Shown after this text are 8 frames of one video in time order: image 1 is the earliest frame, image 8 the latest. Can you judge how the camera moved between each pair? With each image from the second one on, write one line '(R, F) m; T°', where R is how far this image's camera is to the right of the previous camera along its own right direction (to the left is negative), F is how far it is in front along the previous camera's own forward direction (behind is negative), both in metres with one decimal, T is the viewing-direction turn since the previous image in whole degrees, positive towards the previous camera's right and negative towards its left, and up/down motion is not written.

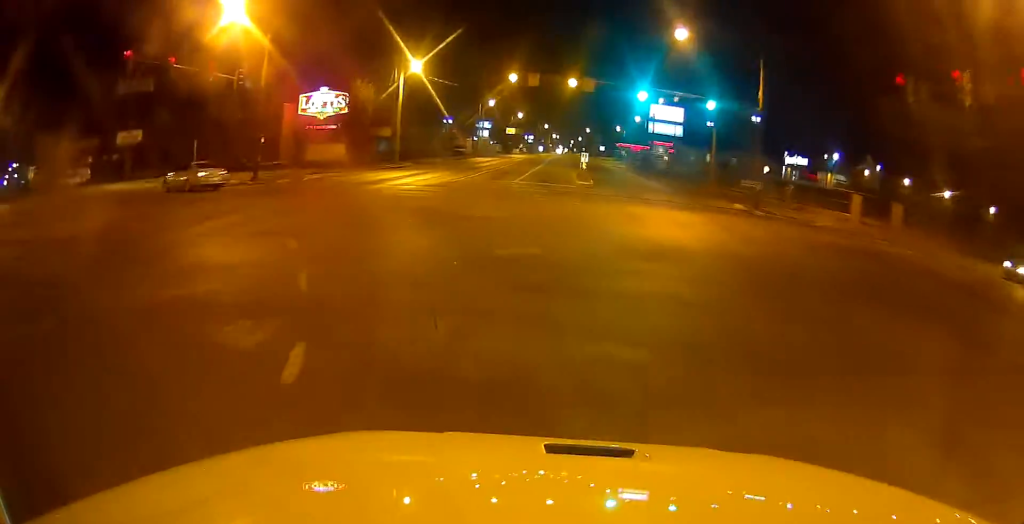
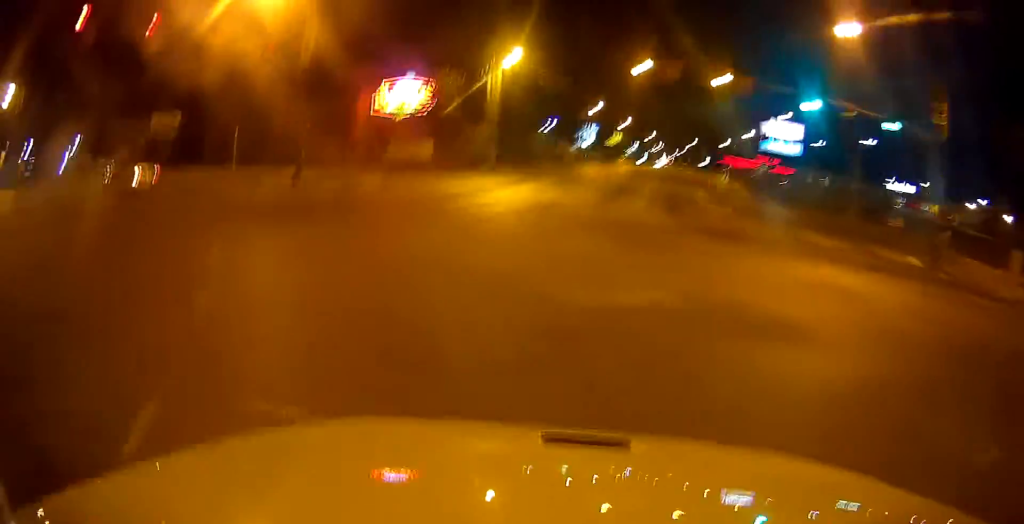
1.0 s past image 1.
(0.0, +9.7) m; -5°
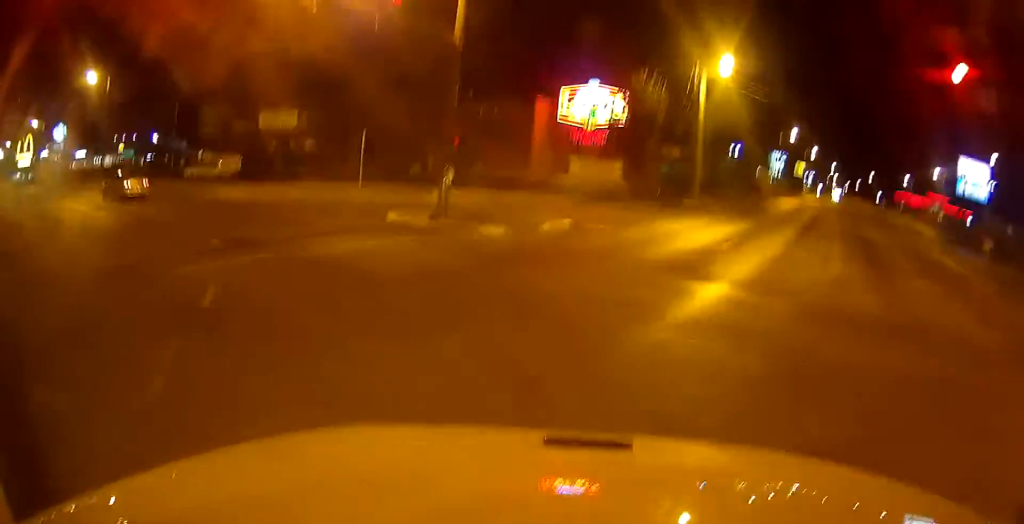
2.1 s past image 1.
(-1.4, +9.8) m; -17°
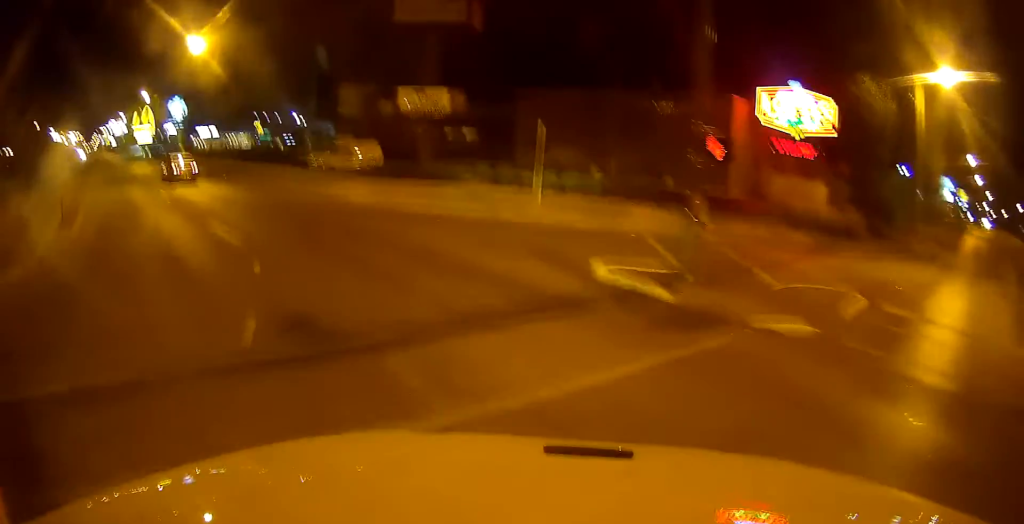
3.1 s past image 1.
(-1.2, +7.7) m; -13°
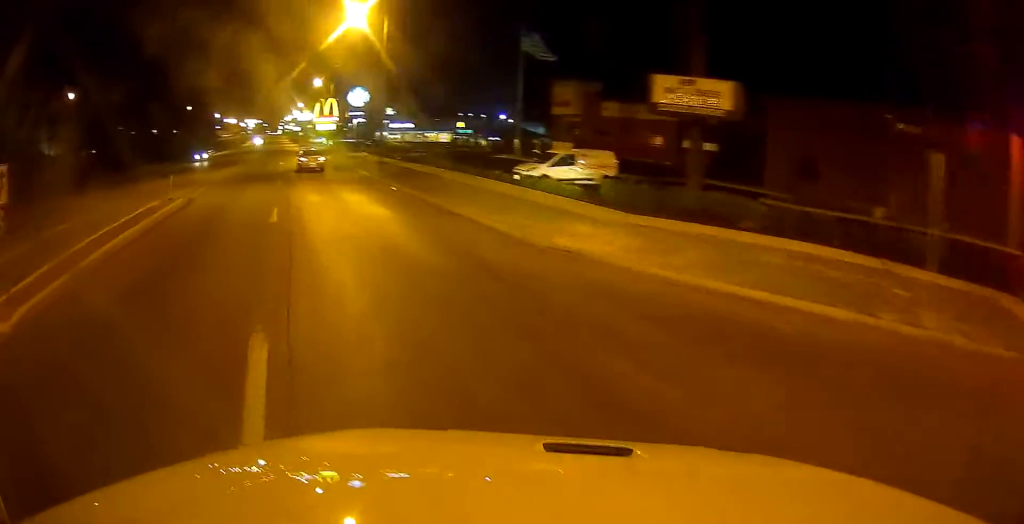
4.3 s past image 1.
(-1.3, +9.0) m; -21°
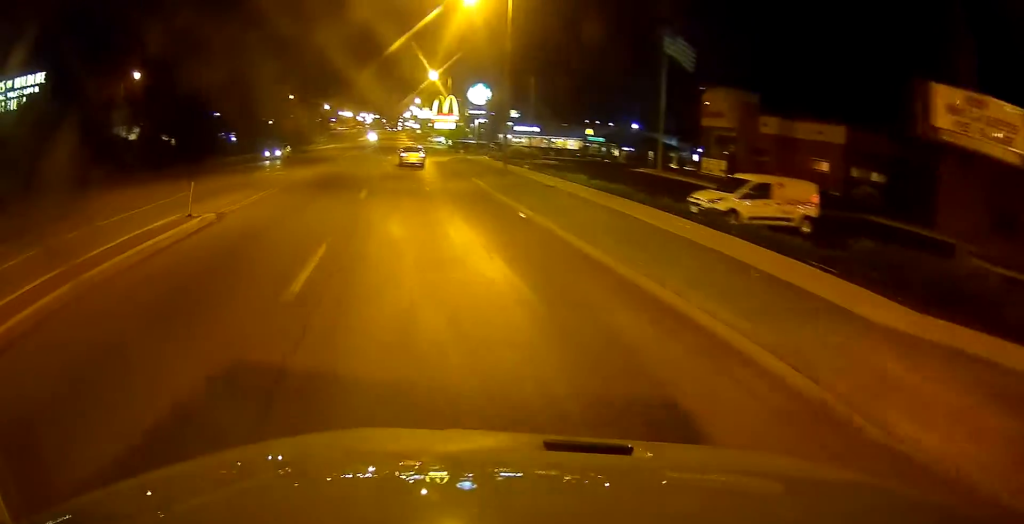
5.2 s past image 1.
(-1.3, +7.1) m; -15°
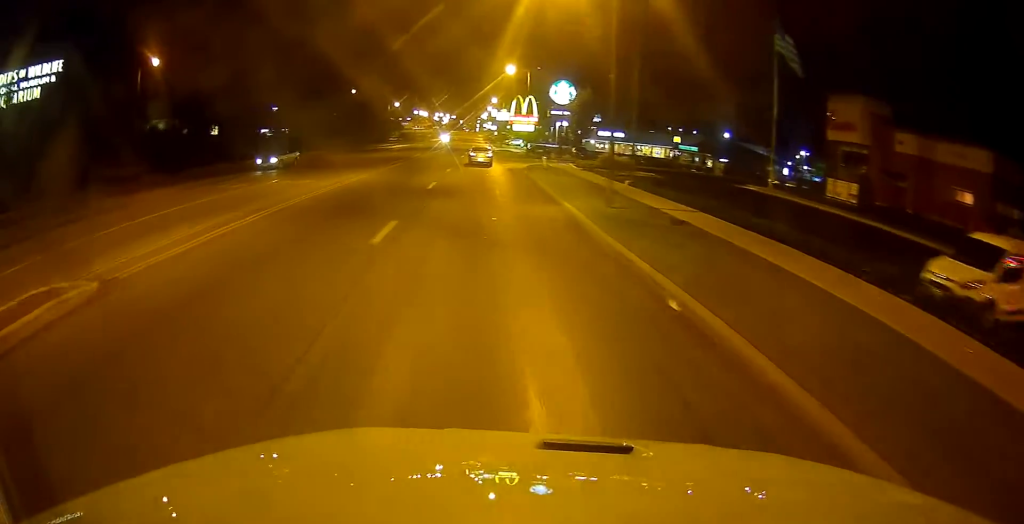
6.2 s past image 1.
(-0.7, +8.1) m; -9°
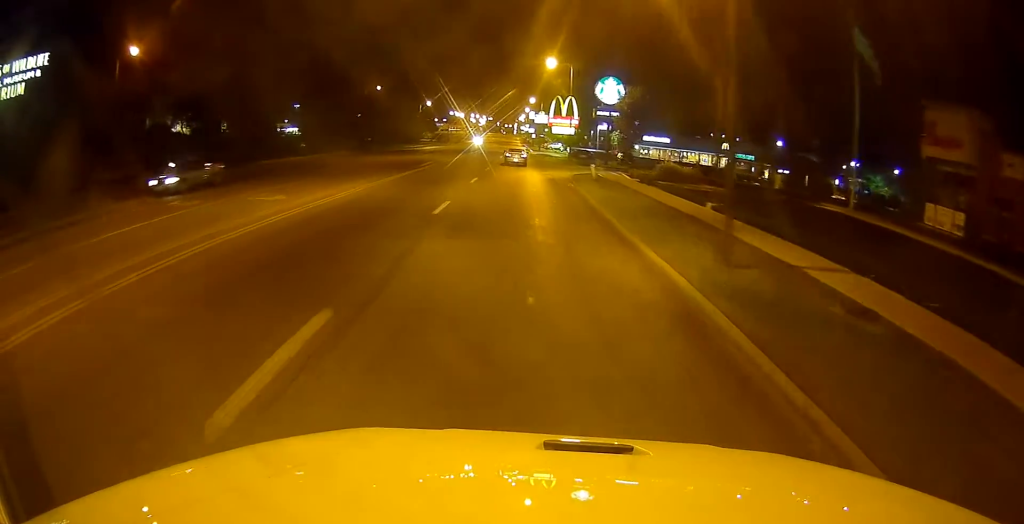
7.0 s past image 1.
(-0.4, +7.3) m; -5°
